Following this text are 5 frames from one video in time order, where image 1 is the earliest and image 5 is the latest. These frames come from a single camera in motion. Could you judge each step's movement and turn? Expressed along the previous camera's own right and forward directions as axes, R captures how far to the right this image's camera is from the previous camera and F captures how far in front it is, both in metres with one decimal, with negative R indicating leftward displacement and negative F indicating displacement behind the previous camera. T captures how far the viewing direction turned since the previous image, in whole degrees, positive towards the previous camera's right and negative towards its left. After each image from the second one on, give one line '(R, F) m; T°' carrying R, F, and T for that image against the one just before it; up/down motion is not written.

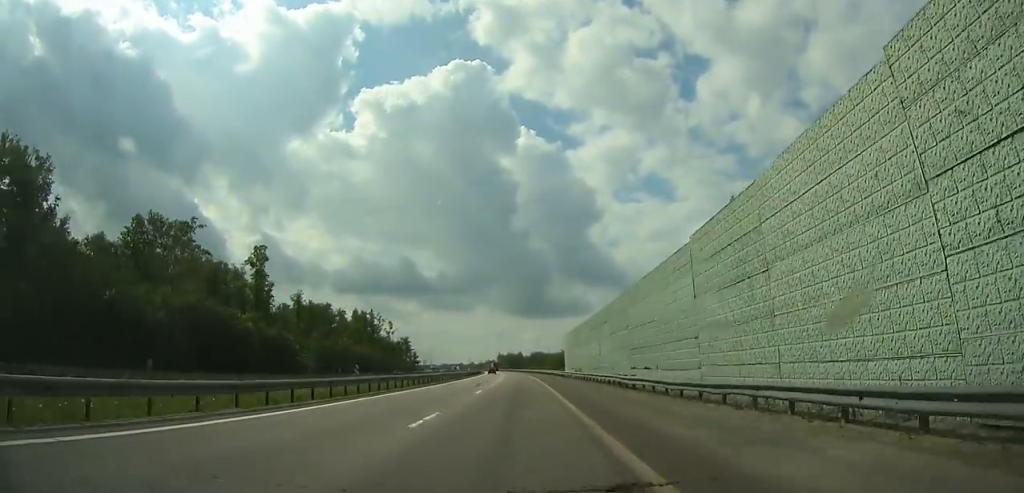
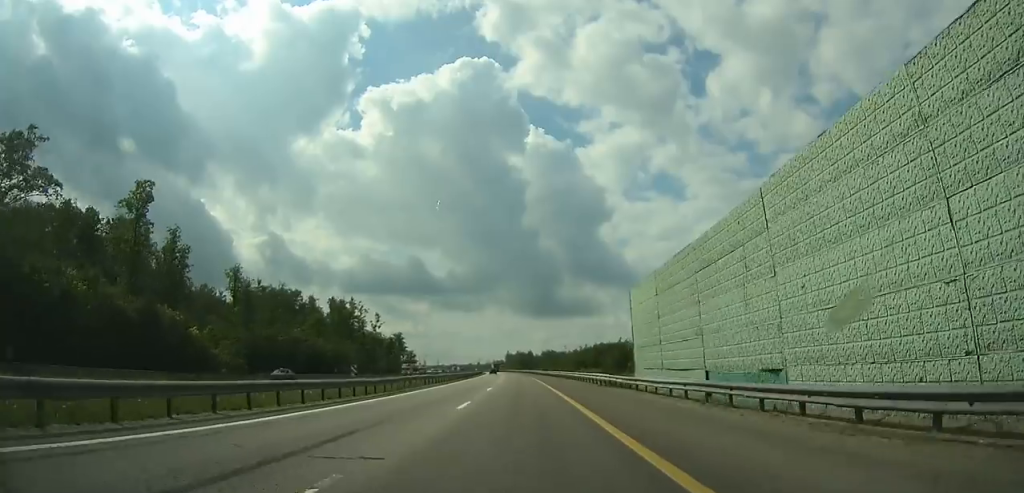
(-0.5, +41.8) m; -1°
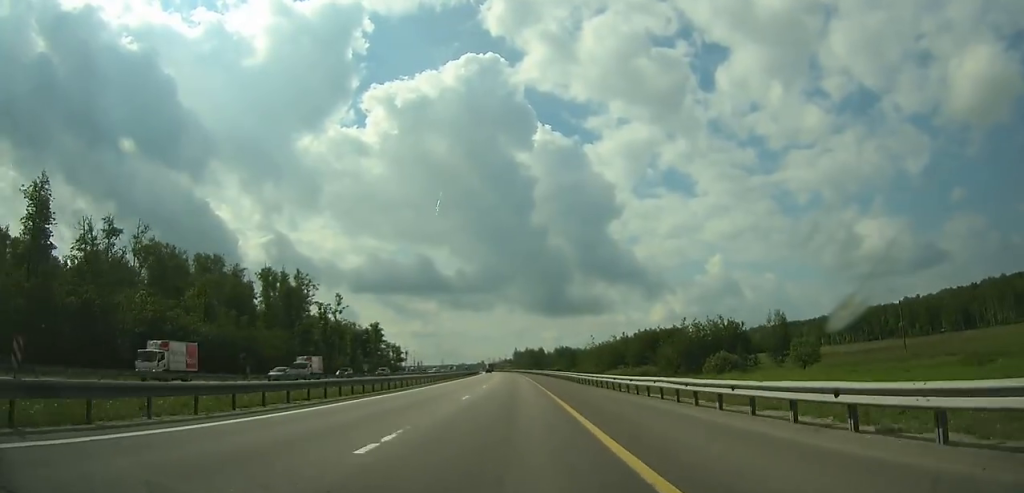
(-0.7, +58.6) m; -1°
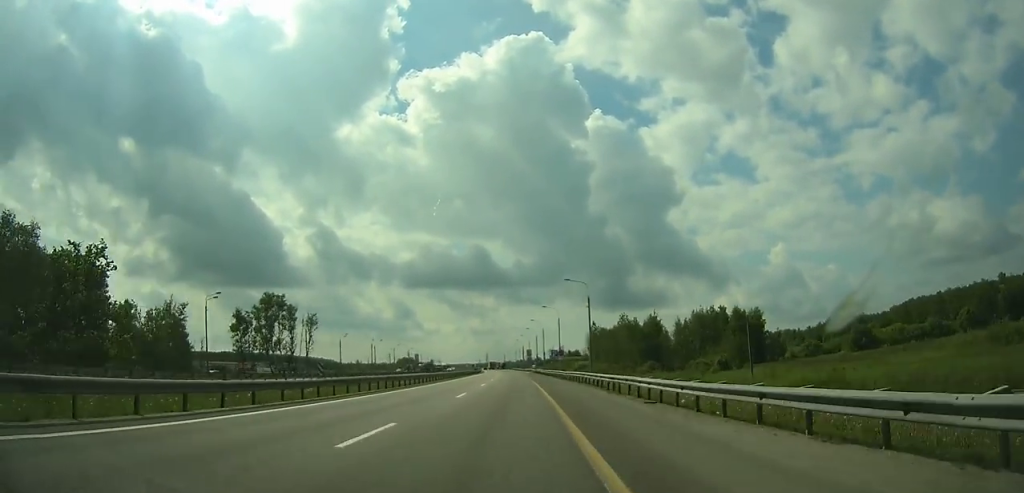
(-10.4, +223.2) m; -6°
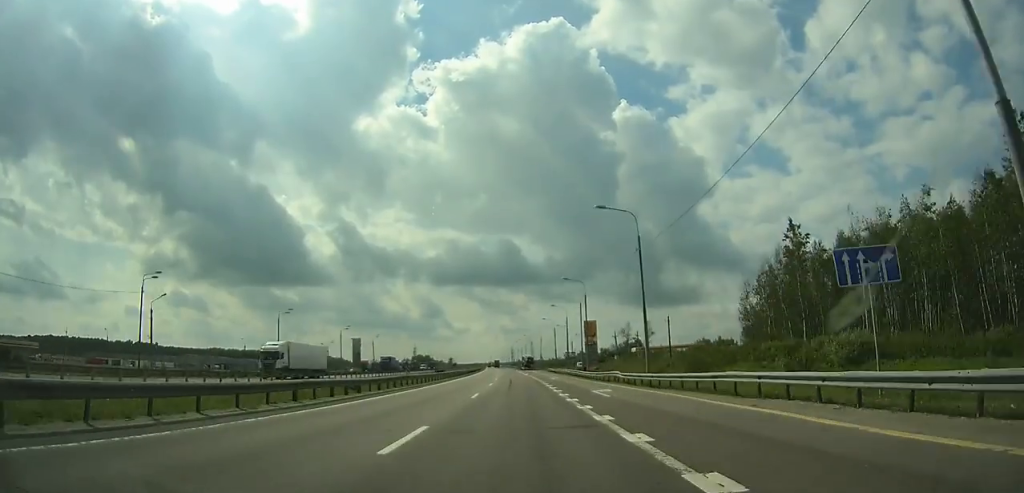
(-4.9, +143.7) m; -4°
